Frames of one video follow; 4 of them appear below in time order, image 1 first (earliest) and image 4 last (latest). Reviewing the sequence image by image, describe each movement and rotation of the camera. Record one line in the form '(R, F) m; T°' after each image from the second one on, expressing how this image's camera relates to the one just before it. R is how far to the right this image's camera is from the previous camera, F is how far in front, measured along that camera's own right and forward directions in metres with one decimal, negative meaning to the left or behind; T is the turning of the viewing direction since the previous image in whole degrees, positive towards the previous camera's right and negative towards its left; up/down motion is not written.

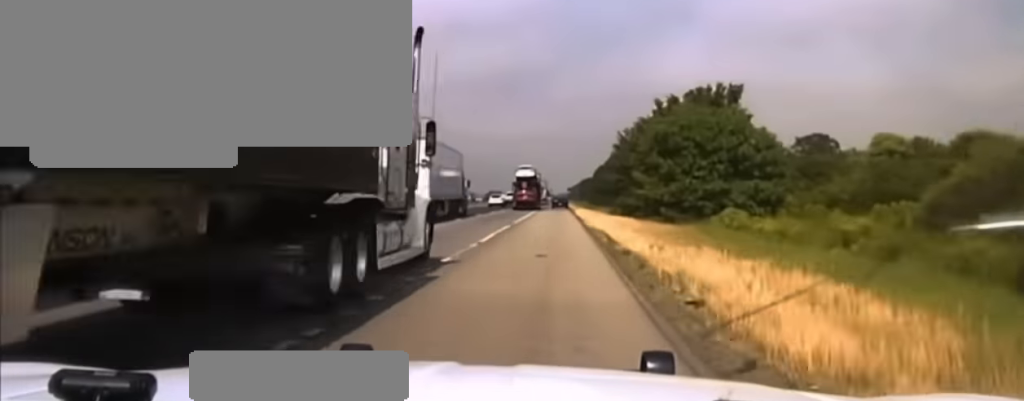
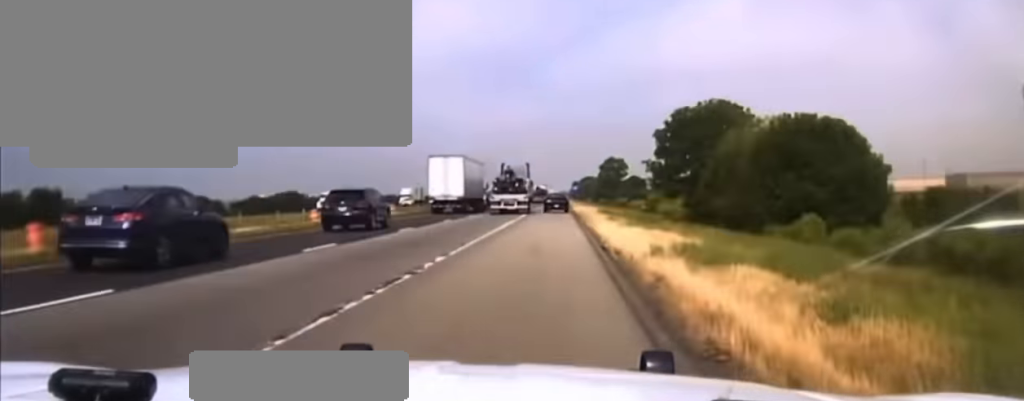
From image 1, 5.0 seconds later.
(-0.3, +233.7) m; 0°
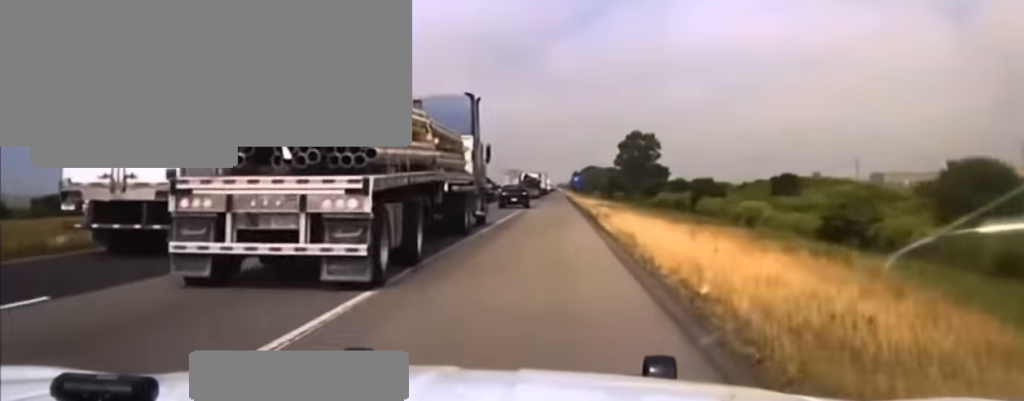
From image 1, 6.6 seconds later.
(+0.1, +53.5) m; -1°
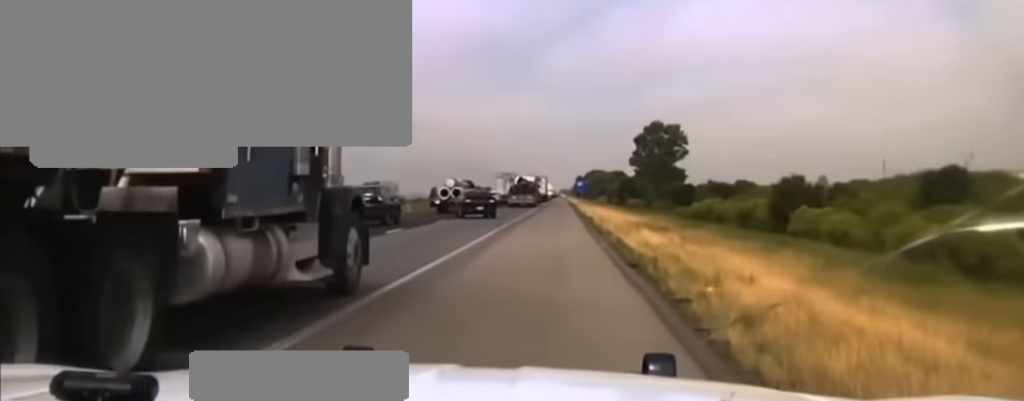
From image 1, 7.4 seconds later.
(0.0, +20.2) m; -1°
